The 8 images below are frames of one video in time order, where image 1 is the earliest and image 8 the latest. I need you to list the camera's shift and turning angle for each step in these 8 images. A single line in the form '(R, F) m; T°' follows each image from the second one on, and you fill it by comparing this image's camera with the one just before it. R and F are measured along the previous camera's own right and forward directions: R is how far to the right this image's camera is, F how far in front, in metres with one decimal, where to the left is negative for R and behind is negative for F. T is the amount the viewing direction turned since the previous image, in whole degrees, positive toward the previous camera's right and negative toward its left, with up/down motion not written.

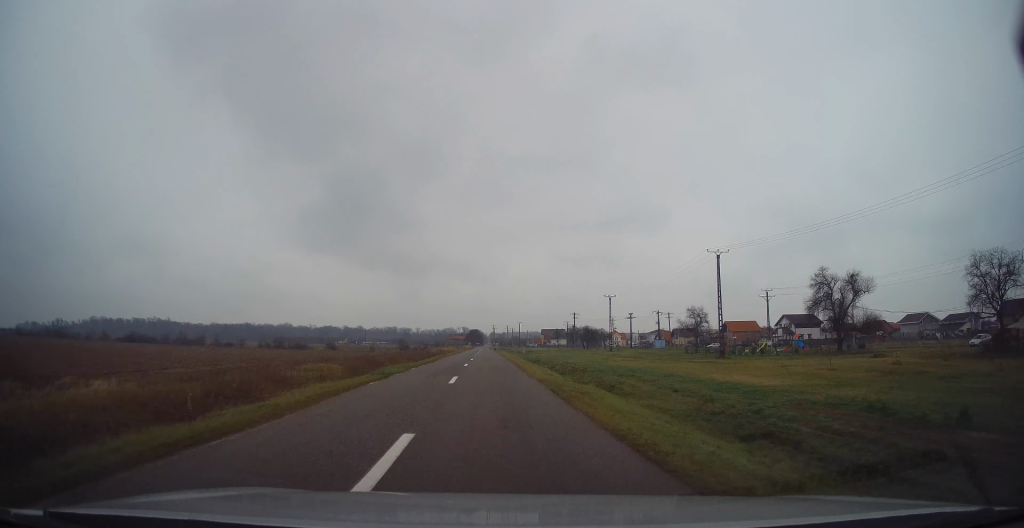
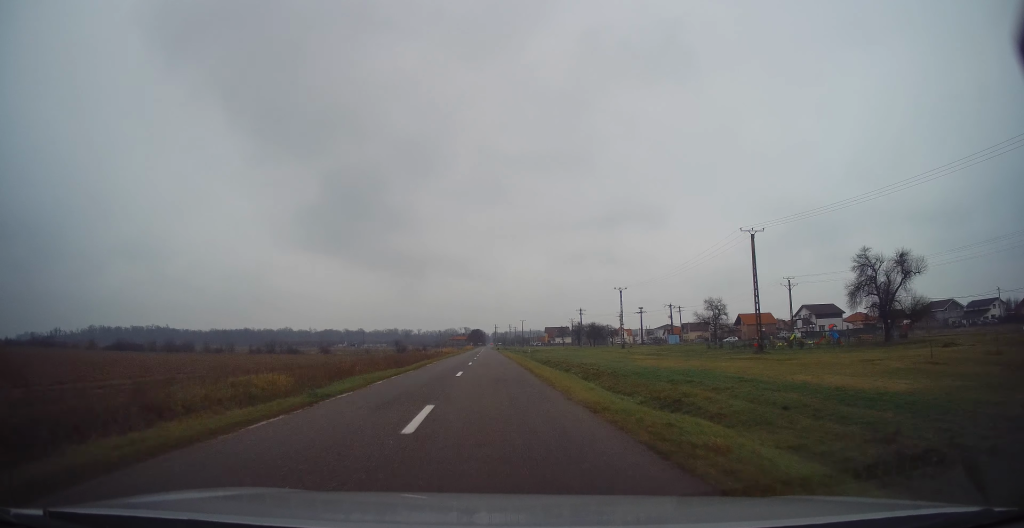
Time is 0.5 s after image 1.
(-0.2, +9.5) m; -1°
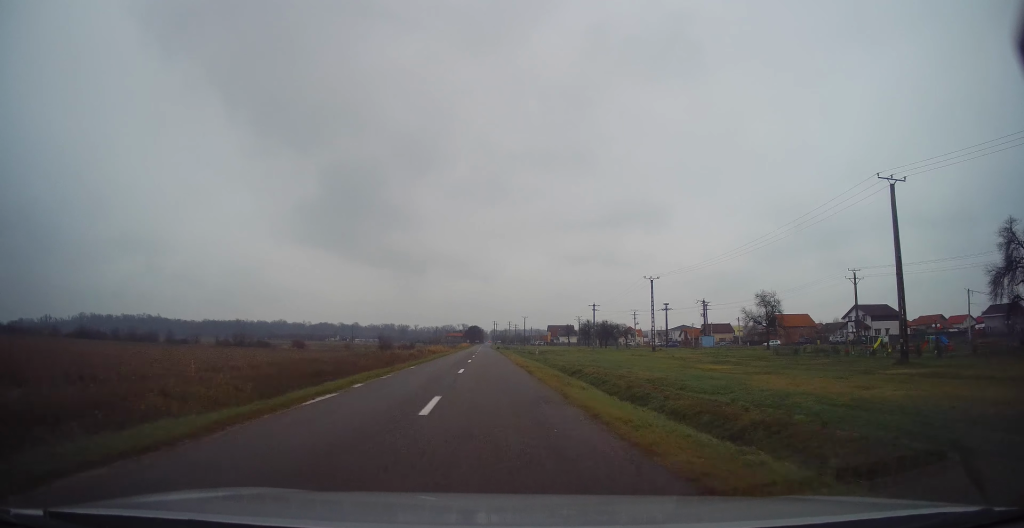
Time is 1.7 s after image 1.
(-0.2, +21.8) m; +1°
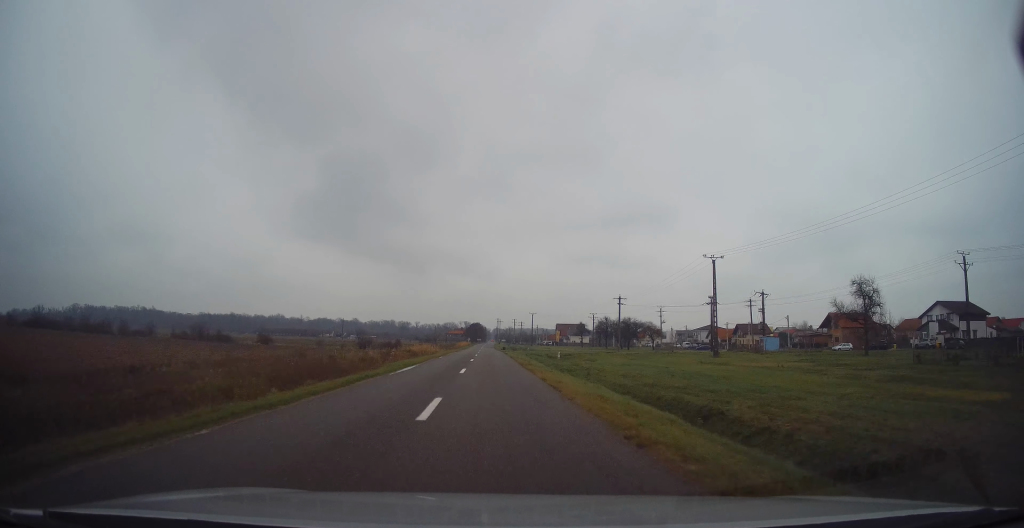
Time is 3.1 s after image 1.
(+0.4, +25.0) m; 0°
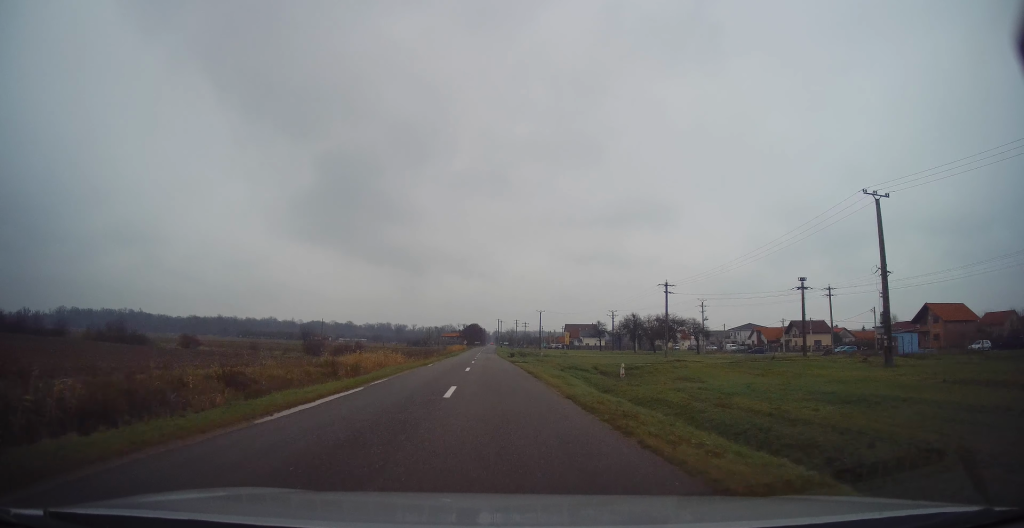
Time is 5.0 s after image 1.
(+0.1, +32.6) m; 0°
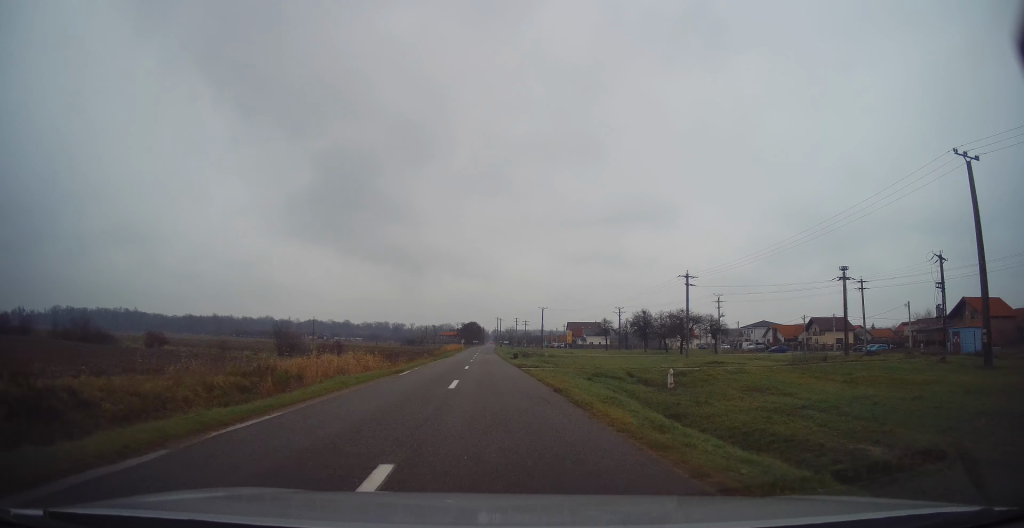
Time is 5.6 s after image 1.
(-0.3, +9.7) m; 0°
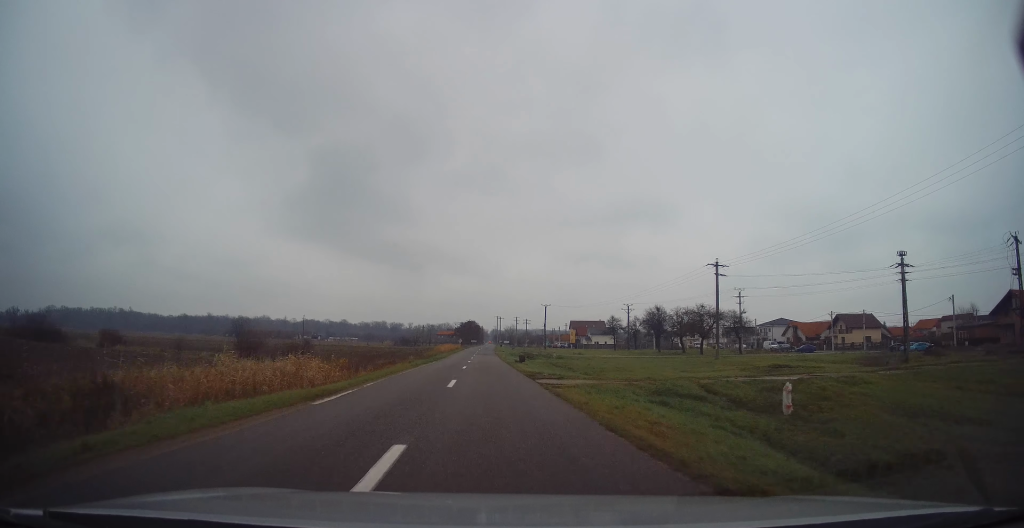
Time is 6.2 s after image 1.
(+0.1, +10.7) m; 0°
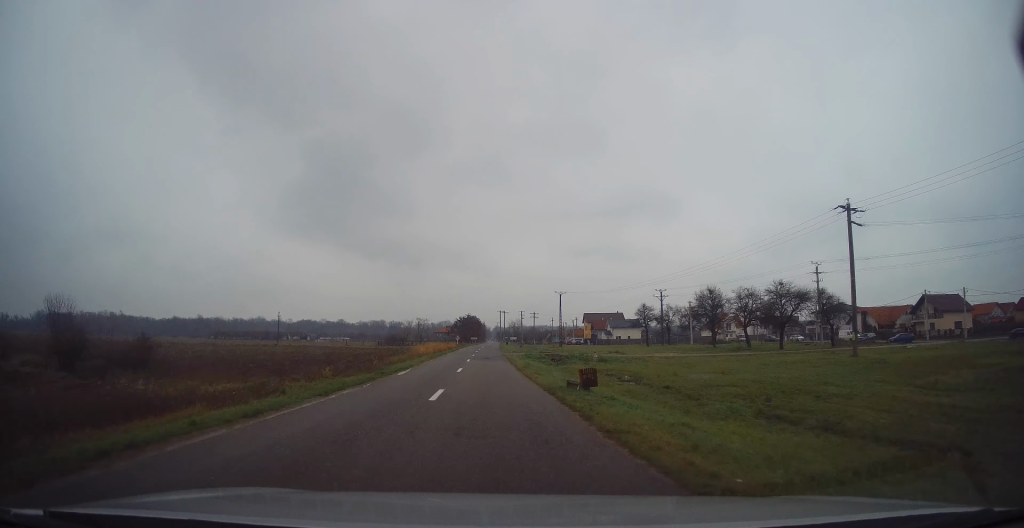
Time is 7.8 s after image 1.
(-0.2, +27.5) m; 0°
